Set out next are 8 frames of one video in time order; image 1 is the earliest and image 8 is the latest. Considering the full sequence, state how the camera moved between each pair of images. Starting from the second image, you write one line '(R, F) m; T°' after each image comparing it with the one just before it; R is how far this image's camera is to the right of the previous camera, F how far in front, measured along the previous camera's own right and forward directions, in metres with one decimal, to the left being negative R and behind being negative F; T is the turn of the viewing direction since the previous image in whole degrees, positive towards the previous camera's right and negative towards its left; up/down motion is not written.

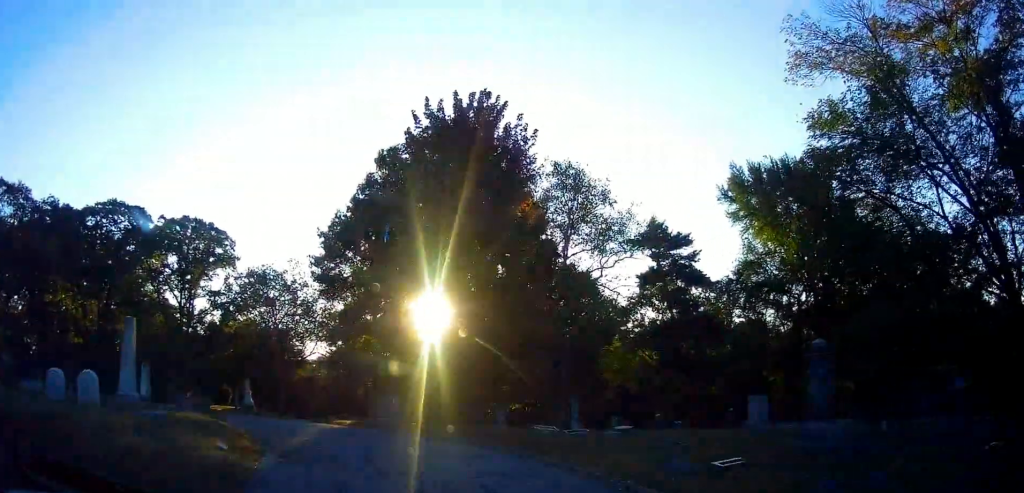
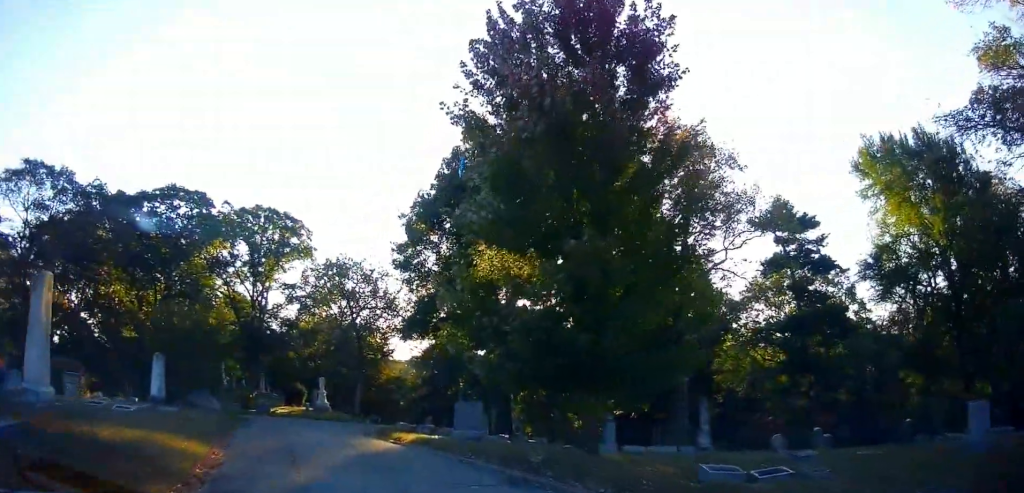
(-0.6, +5.9) m; -15°
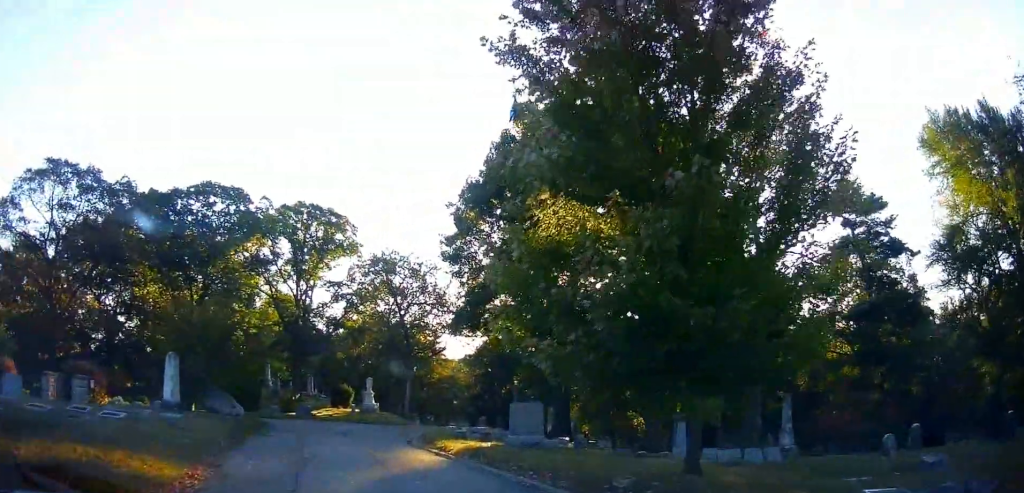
(-0.3, +2.7) m; -7°
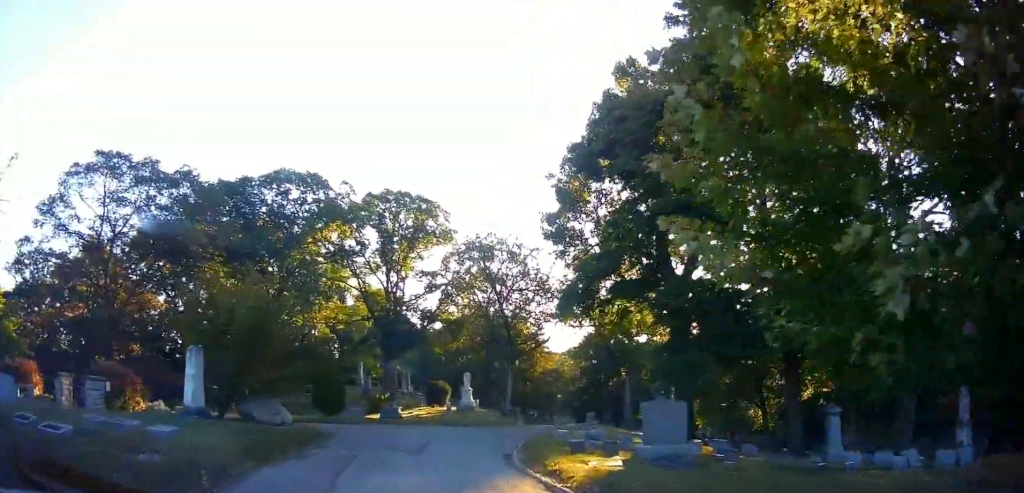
(-0.1, +4.6) m; -5°
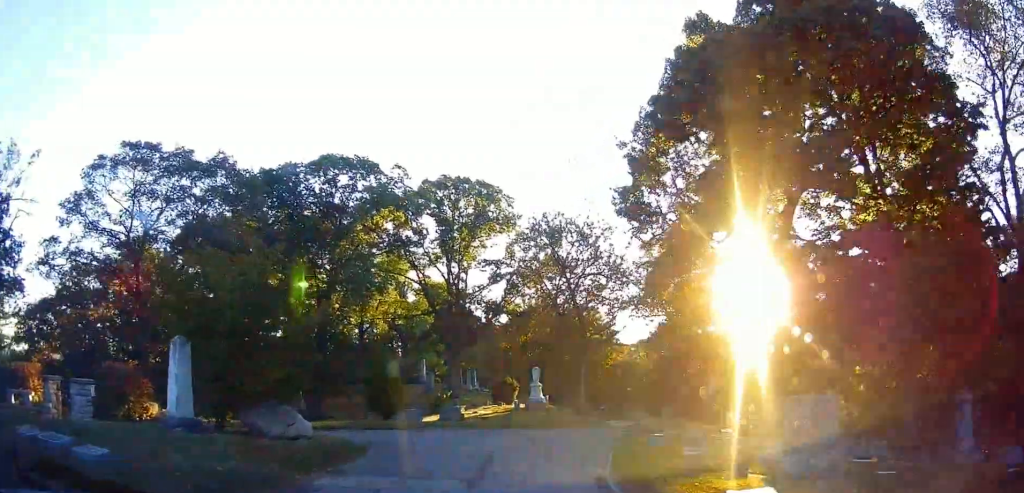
(-0.2, +3.7) m; -9°
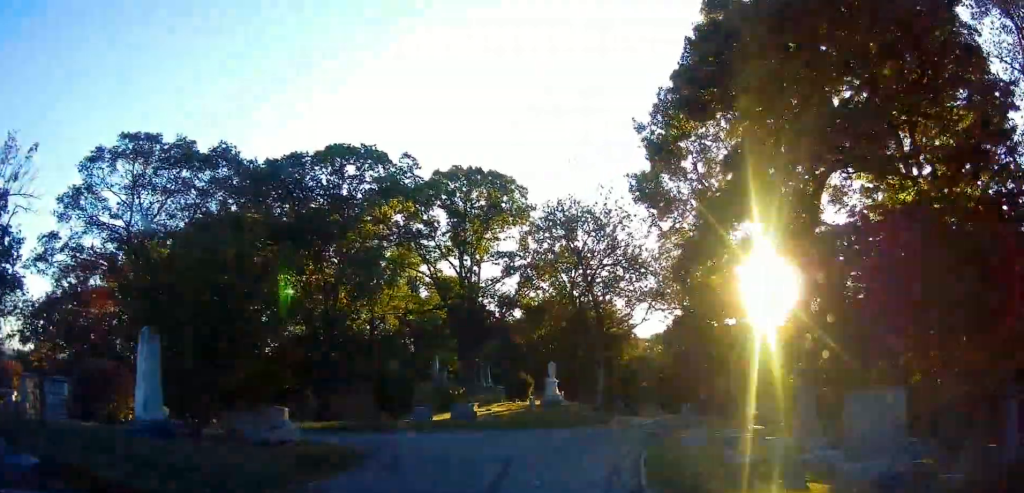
(-0.3, +1.5) m; -1°
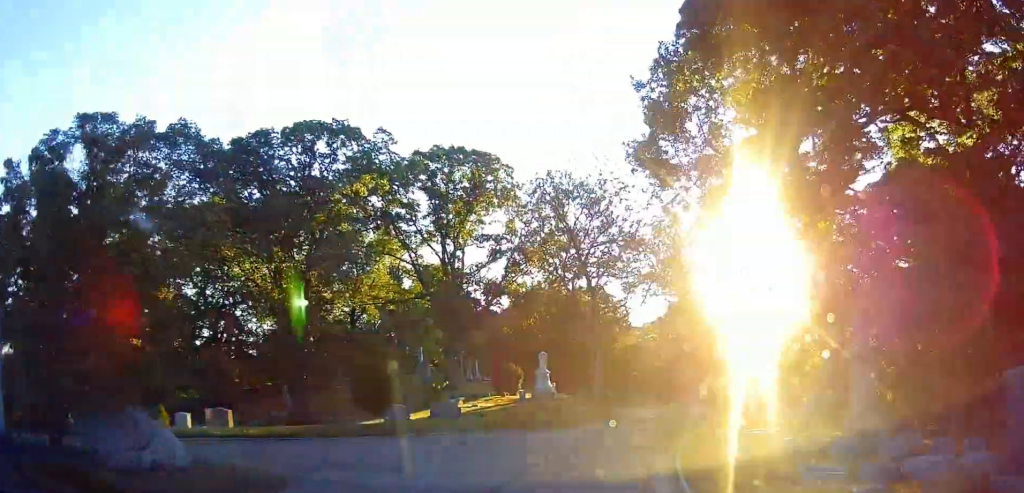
(0.0, +3.4) m; +6°
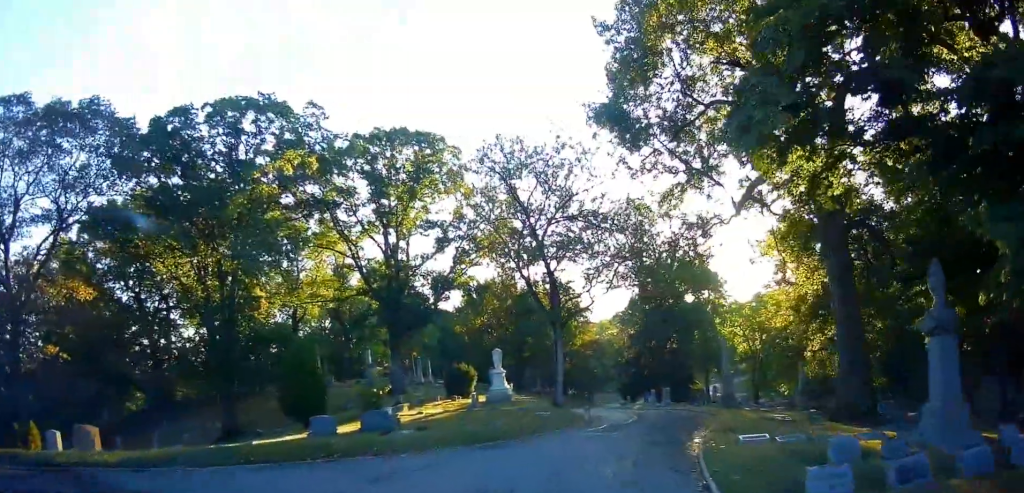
(+0.5, +4.5) m; +3°
